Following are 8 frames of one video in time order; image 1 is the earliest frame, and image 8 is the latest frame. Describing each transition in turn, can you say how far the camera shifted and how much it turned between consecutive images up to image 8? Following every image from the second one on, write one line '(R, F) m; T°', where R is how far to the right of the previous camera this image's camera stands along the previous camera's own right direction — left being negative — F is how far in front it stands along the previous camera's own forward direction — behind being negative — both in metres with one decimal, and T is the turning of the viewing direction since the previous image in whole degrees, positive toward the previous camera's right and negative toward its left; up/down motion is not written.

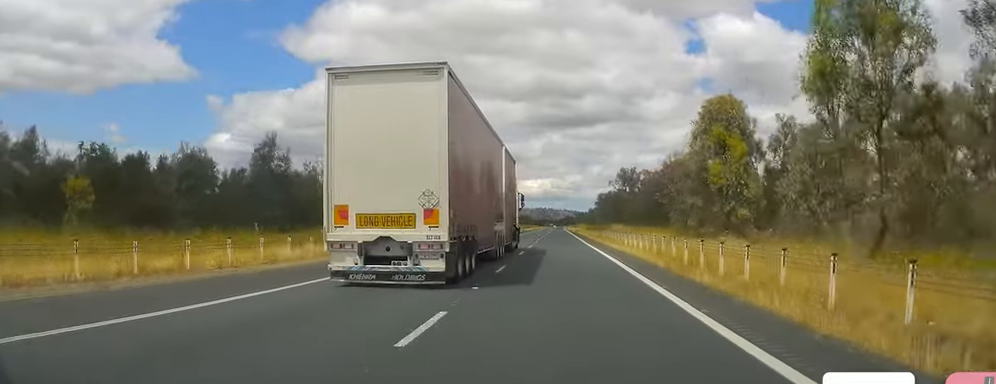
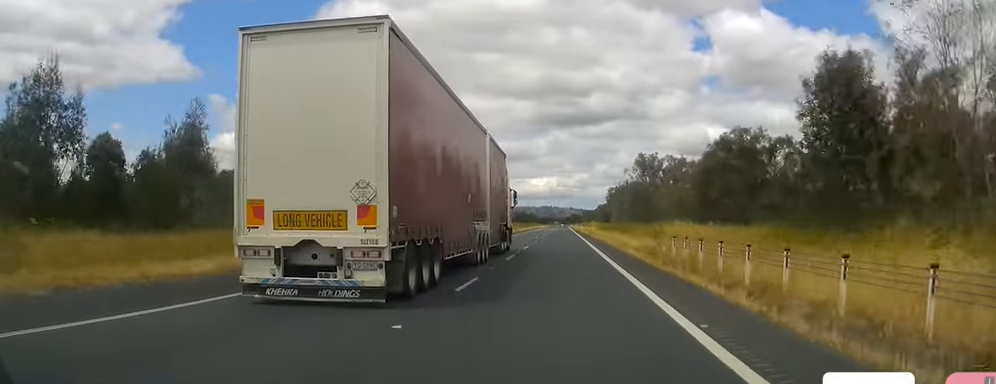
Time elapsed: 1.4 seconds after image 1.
(0.0, +41.3) m; 0°
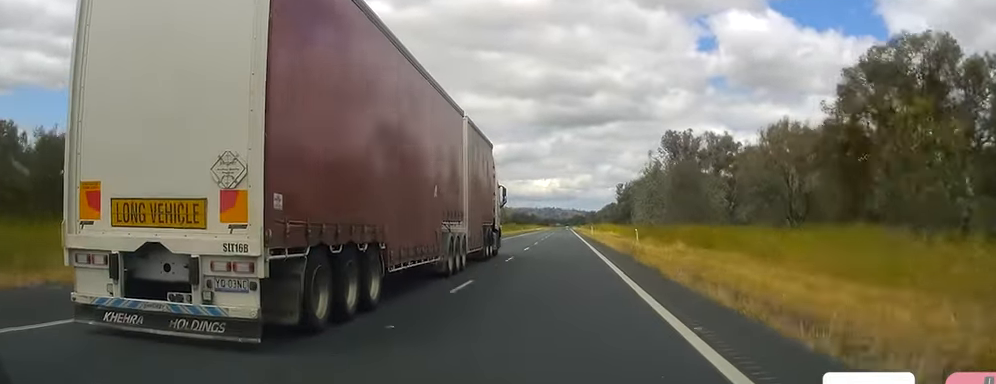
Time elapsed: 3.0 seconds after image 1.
(-0.2, +48.2) m; 0°
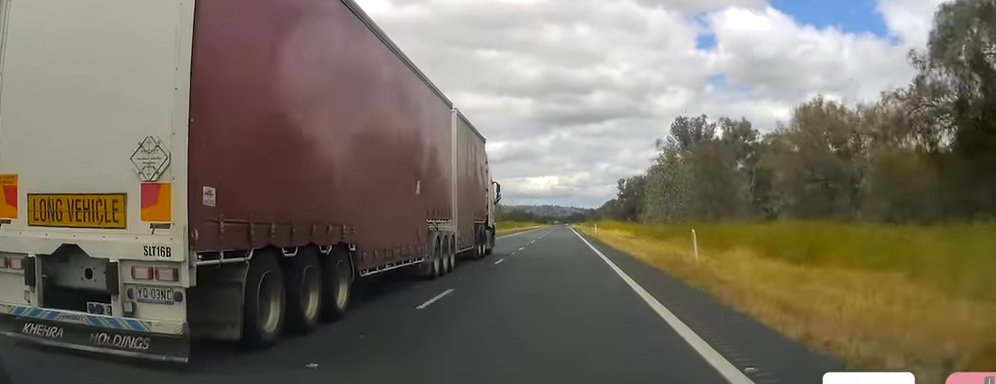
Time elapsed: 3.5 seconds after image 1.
(+0.1, +14.8) m; 0°
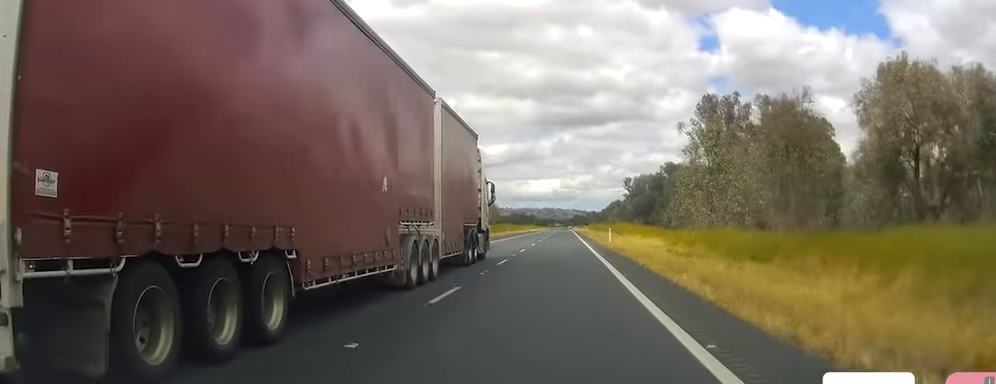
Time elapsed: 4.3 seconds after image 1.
(-0.5, +22.7) m; 0°
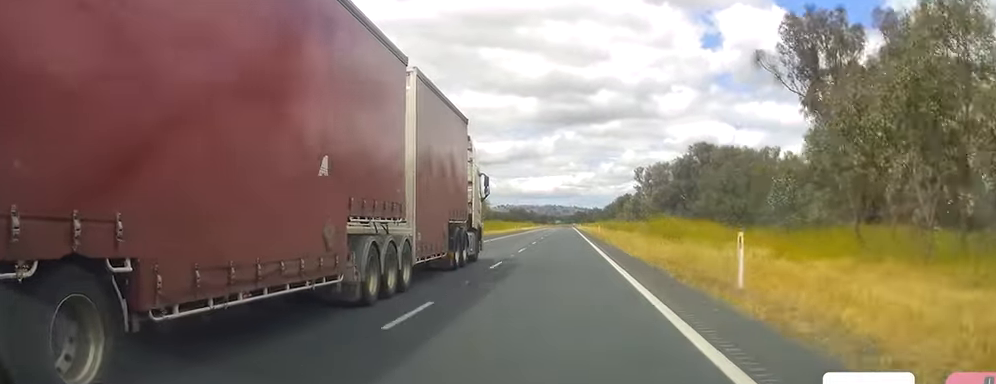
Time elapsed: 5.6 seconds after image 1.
(+0.5, +39.4) m; 0°
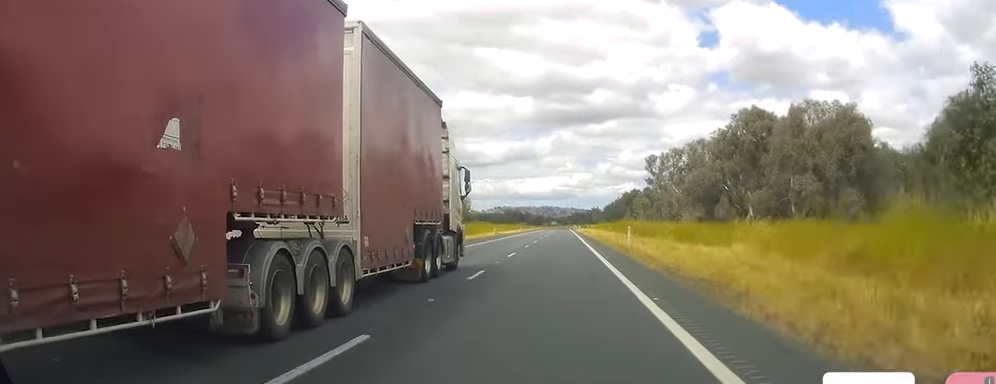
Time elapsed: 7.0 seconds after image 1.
(-0.4, +39.4) m; -1°
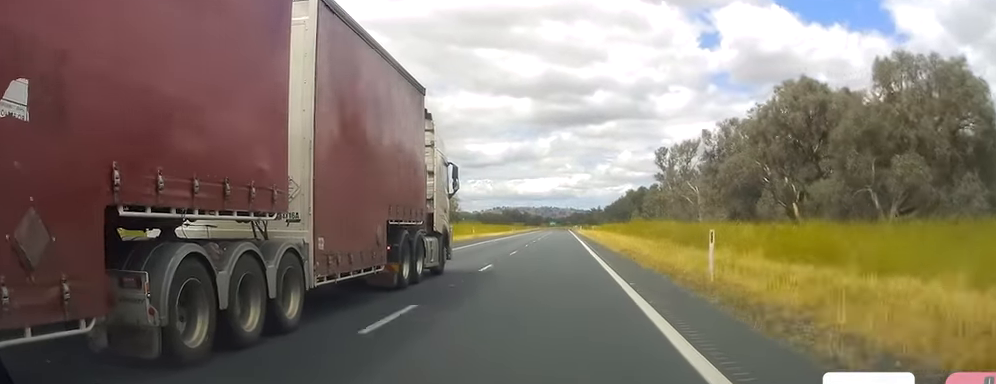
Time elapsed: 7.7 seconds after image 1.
(0.0, +20.6) m; 0°
